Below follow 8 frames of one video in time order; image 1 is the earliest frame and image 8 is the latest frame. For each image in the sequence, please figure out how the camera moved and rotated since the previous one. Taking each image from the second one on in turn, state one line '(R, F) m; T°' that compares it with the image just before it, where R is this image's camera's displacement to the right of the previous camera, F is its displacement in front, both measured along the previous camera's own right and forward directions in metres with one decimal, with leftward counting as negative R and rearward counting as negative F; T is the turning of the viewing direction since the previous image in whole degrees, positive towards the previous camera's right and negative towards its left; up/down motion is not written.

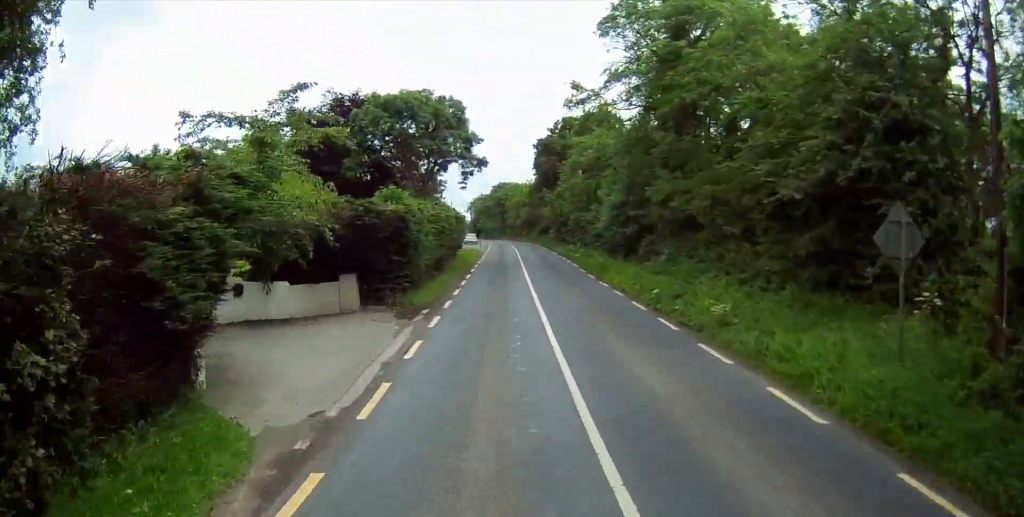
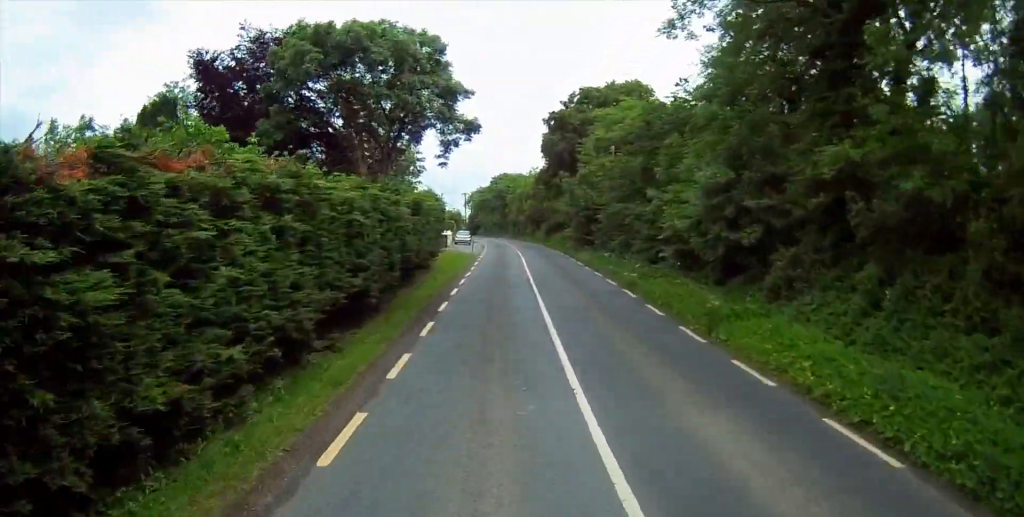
(-0.3, +17.1) m; 0°
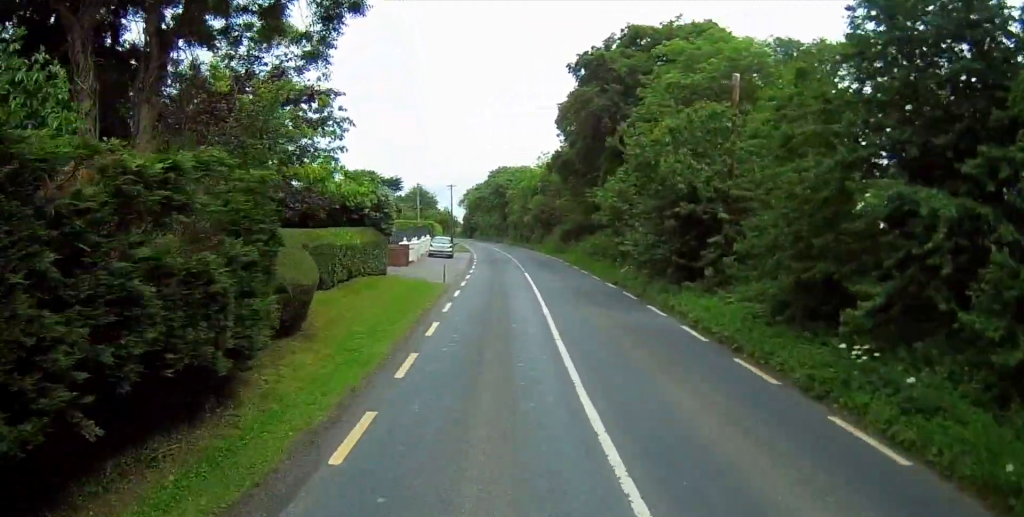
(+0.2, +23.1) m; 0°
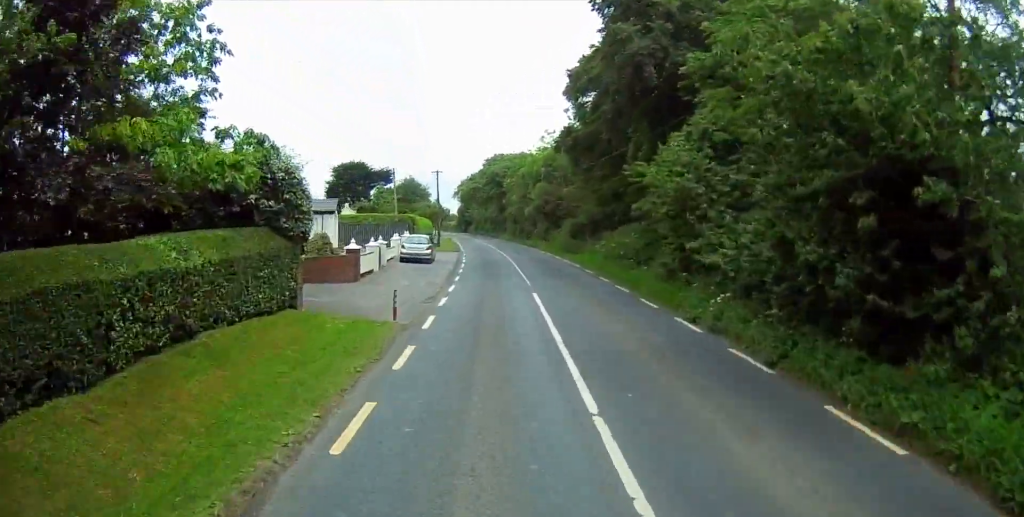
(0.0, +11.5) m; +1°
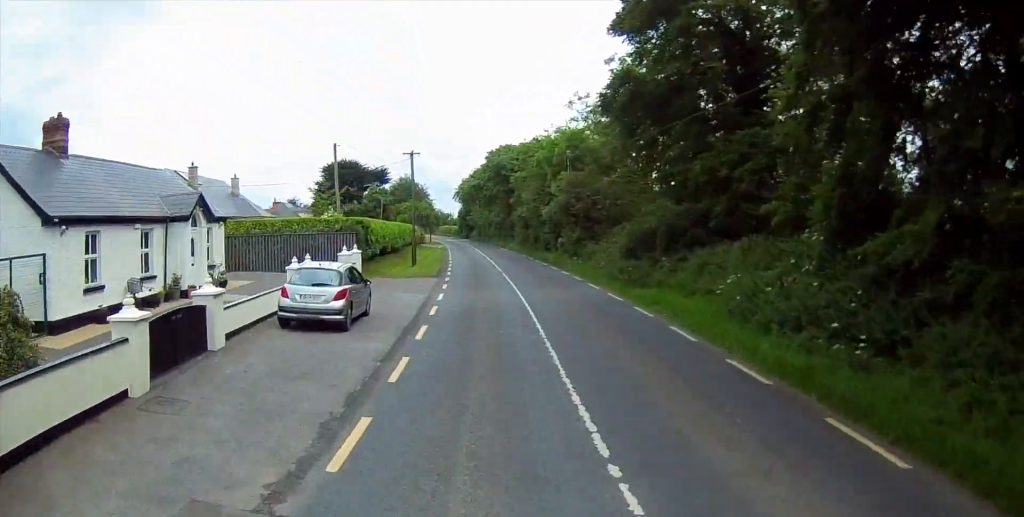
(+0.5, +19.6) m; -1°
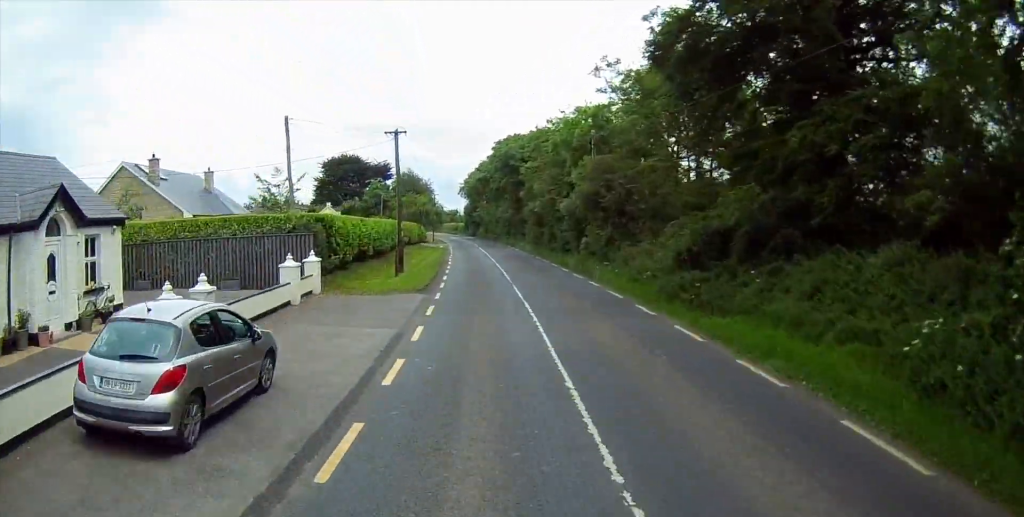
(0.0, +8.2) m; -2°
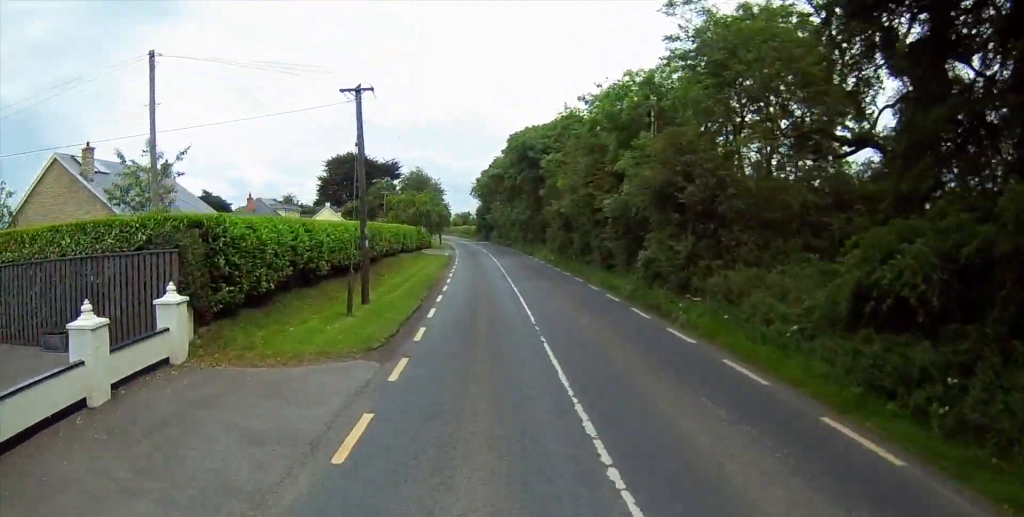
(-0.7, +10.9) m; -1°
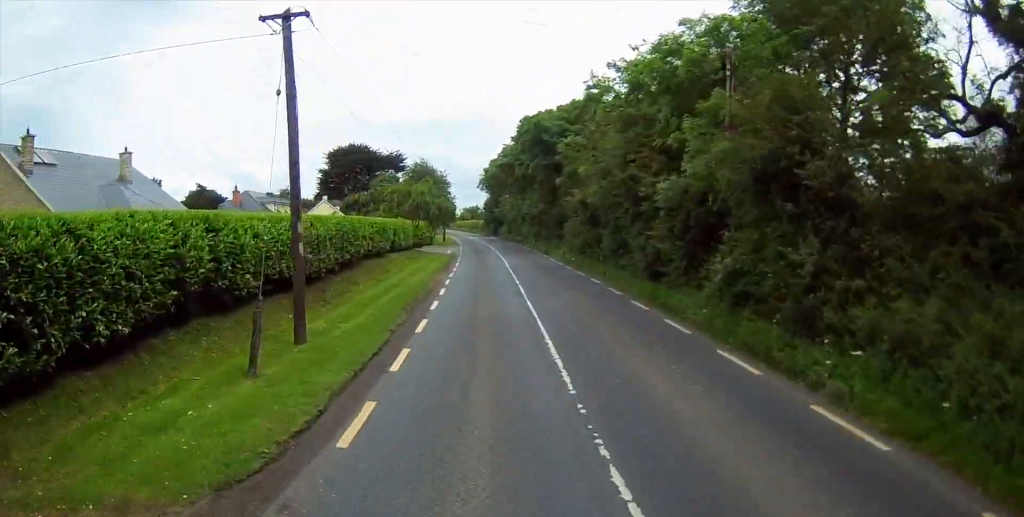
(+0.1, +7.4) m; 0°
